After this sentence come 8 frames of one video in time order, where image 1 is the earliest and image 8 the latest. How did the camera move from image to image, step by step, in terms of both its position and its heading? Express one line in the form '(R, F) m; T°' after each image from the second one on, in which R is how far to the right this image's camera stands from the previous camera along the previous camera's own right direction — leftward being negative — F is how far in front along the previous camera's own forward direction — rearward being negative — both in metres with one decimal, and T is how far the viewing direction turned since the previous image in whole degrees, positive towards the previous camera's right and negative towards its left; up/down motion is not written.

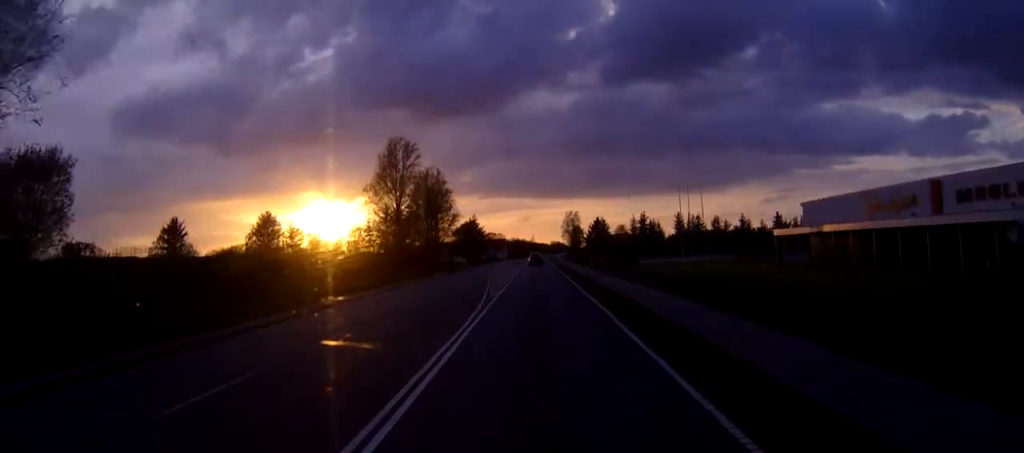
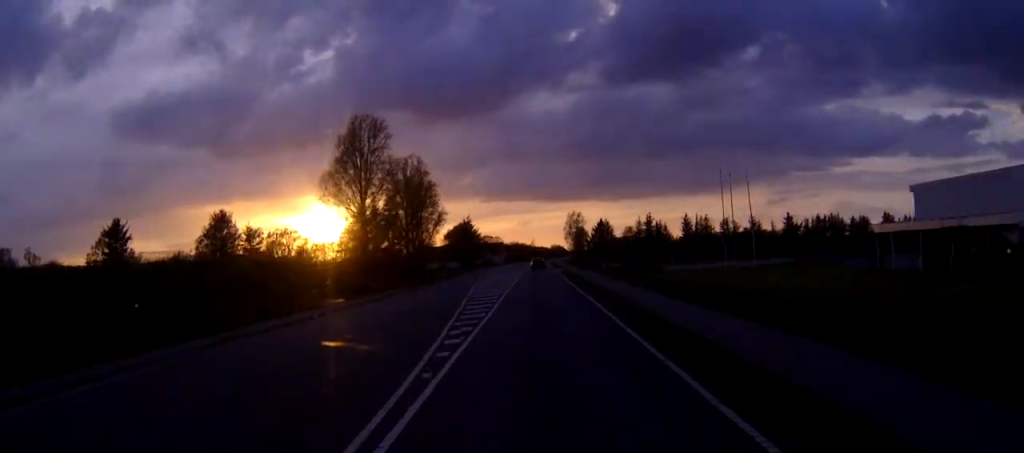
(0.0, +17.4) m; 0°
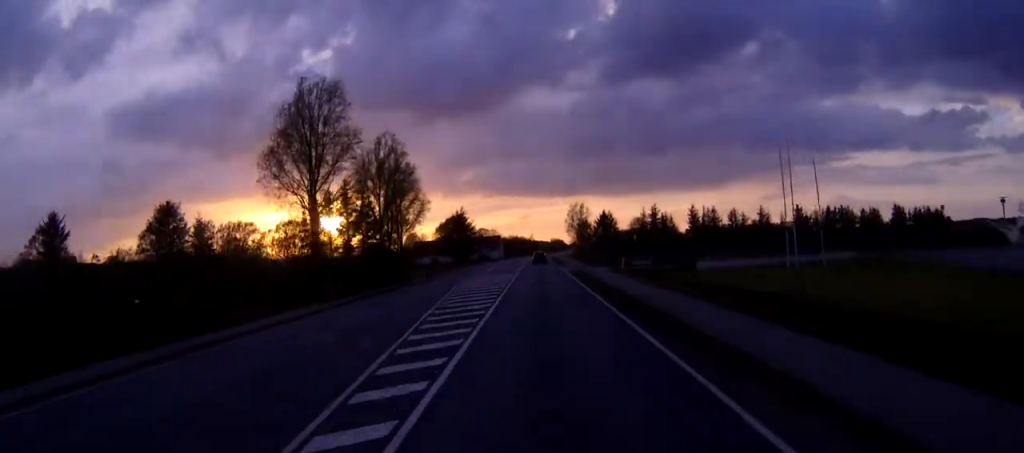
(0.0, +15.1) m; 0°
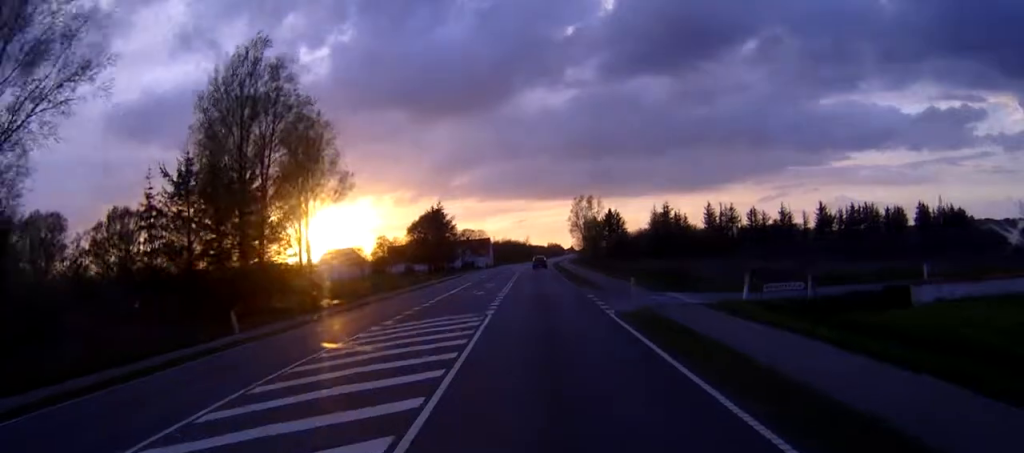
(0.0, +35.1) m; 0°
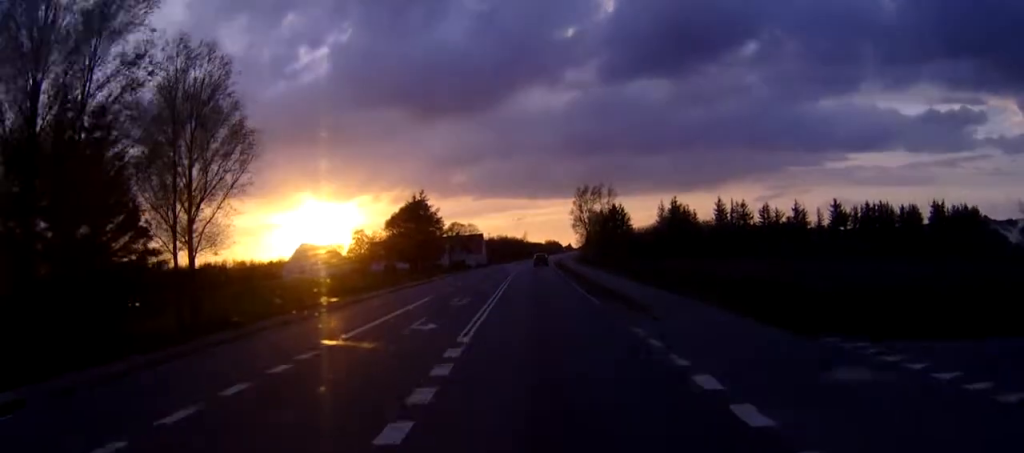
(0.0, +18.6) m; 0°
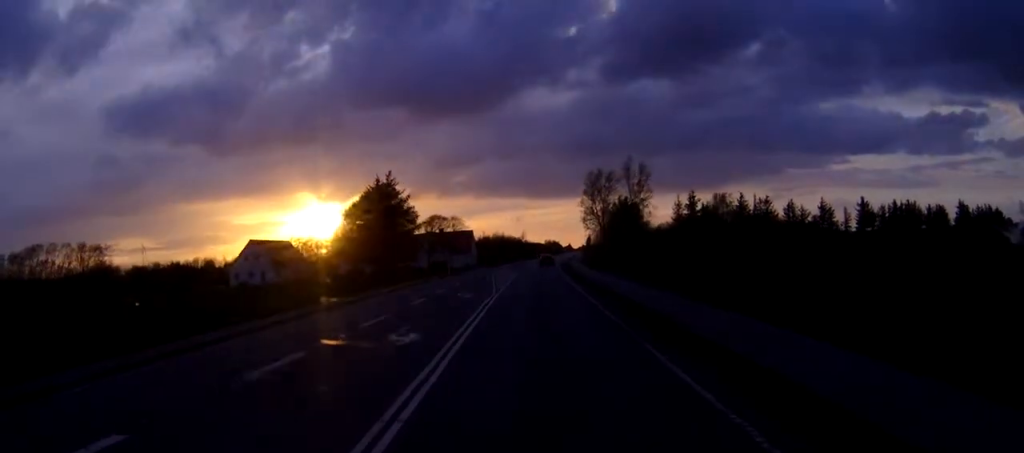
(+0.1, +27.5) m; 0°
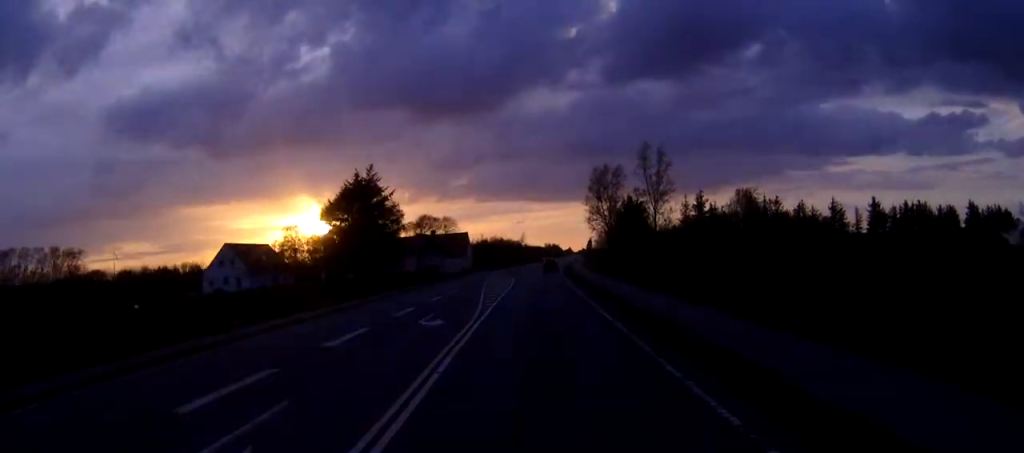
(0.0, +10.4) m; 0°
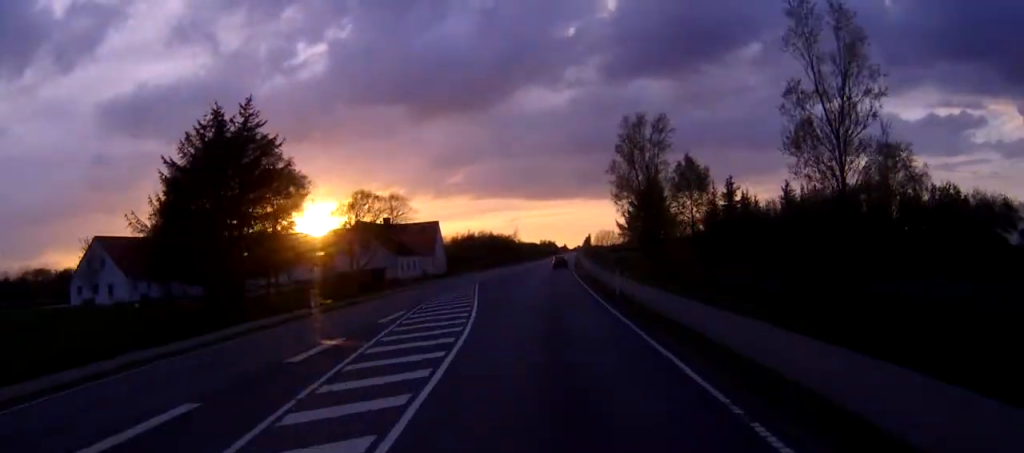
(+0.1, +35.7) m; +1°
